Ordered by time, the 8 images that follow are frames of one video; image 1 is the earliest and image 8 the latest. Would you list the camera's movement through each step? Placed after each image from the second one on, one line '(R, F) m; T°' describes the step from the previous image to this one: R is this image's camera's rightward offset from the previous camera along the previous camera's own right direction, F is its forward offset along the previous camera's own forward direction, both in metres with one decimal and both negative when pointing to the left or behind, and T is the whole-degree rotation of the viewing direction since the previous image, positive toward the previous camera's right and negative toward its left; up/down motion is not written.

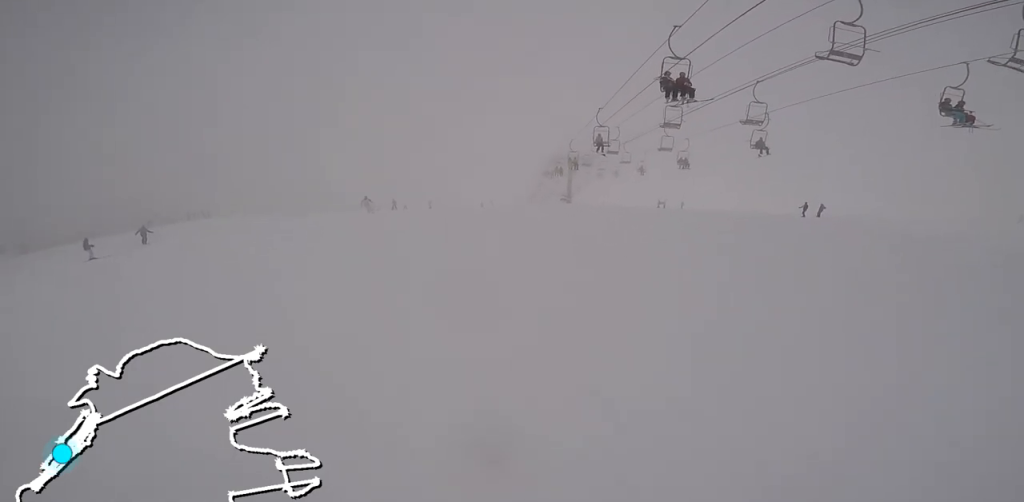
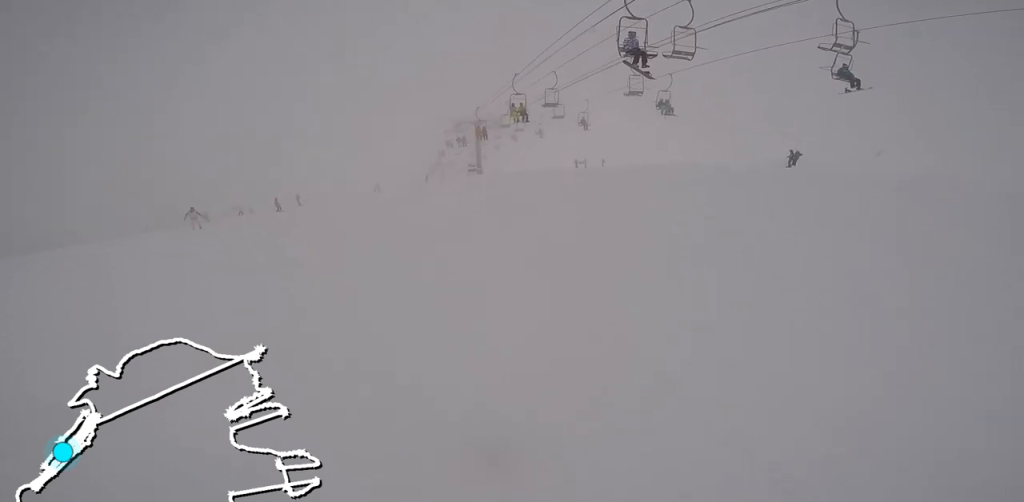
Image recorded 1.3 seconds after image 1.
(+1.9, +12.1) m; +12°
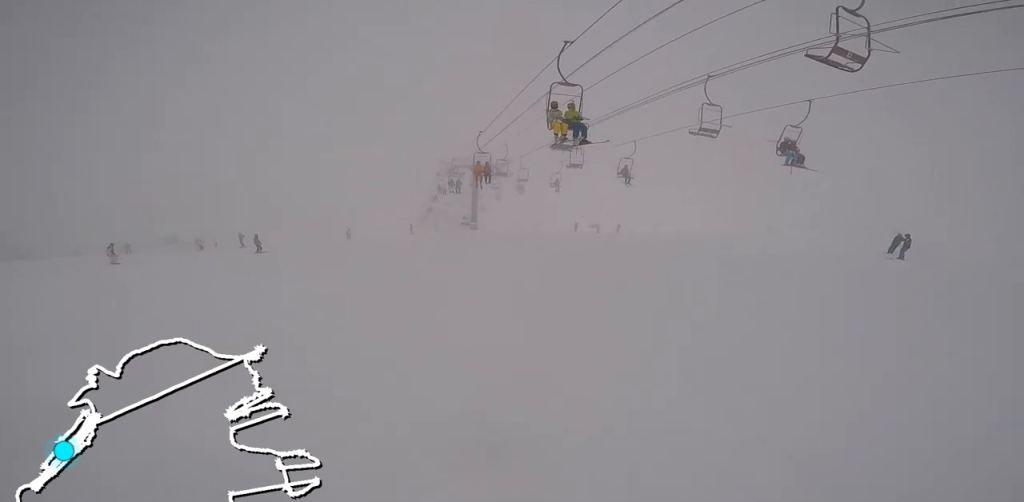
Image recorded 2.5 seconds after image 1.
(0.0, +11.2) m; -1°
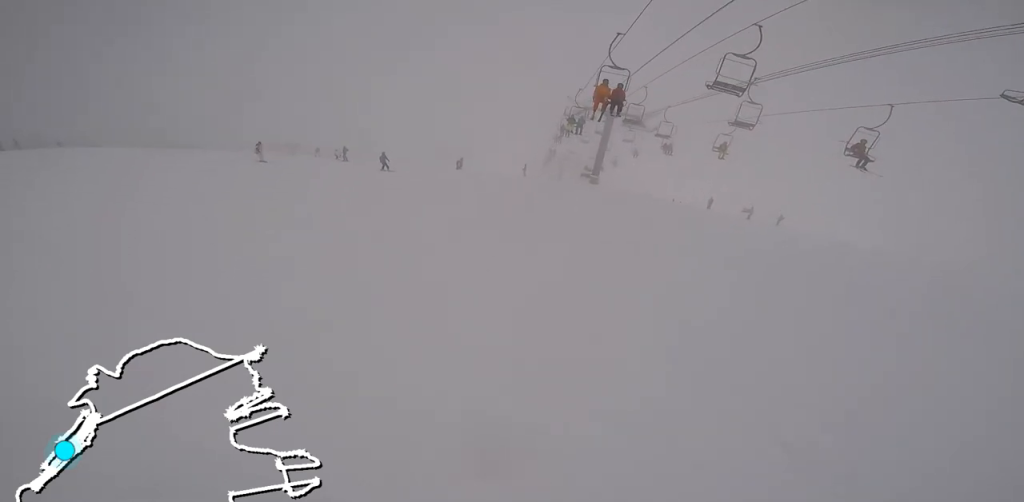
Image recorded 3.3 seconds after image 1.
(+0.1, +6.9) m; -4°
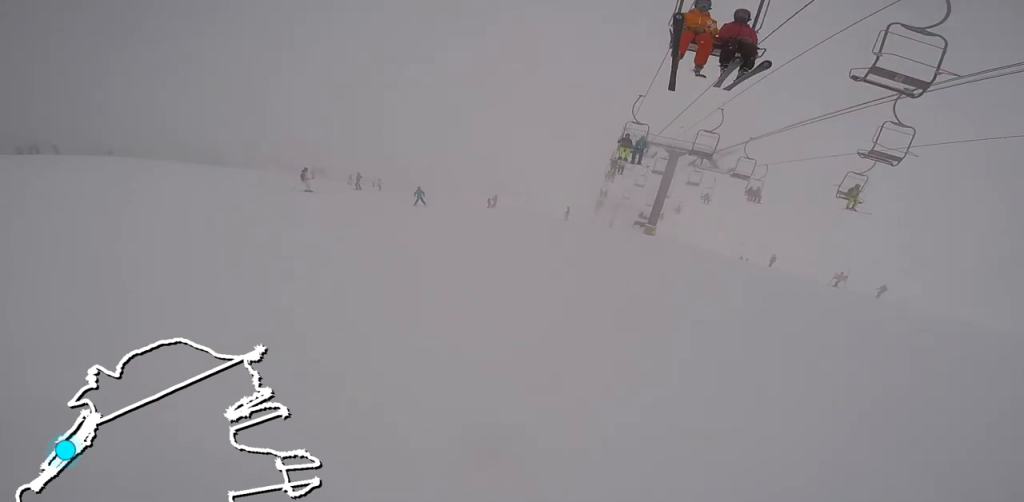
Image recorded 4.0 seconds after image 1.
(-0.6, +6.8) m; 0°
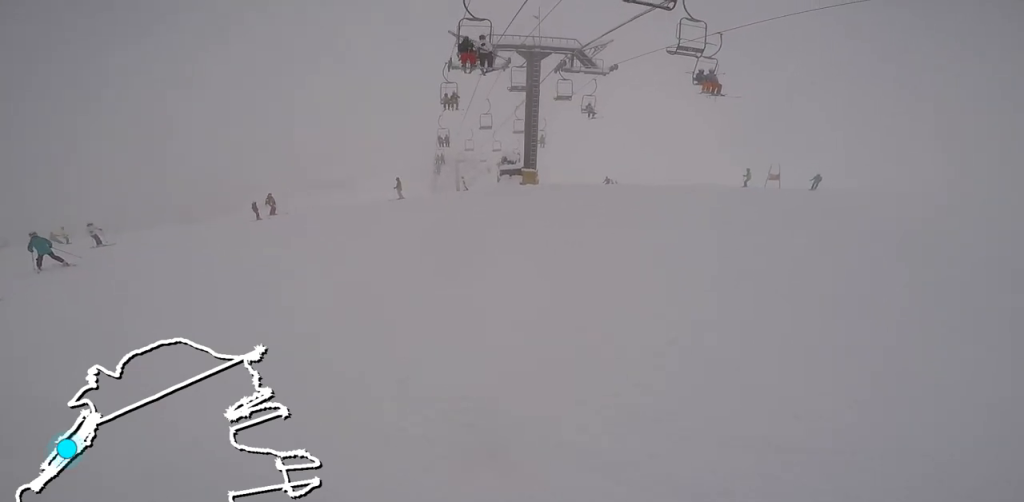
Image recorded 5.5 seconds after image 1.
(+0.7, +13.3) m; +4°
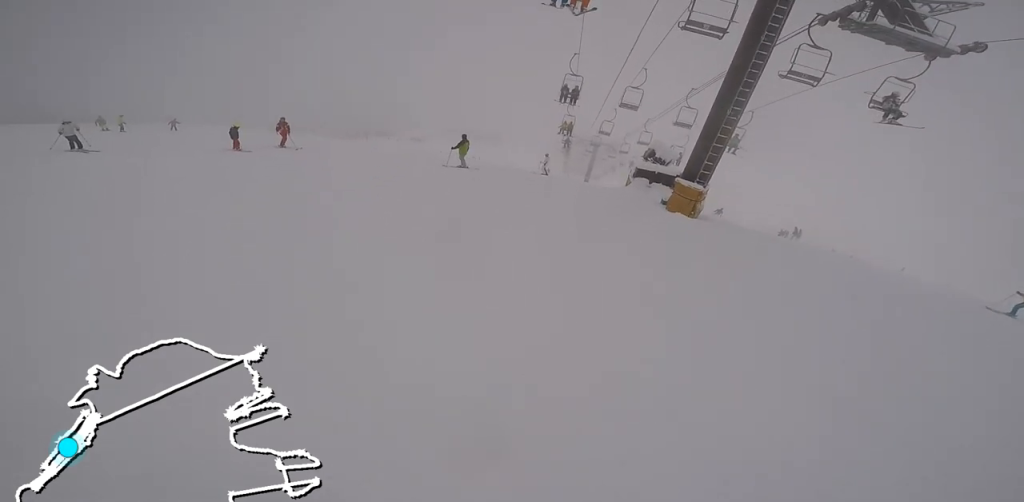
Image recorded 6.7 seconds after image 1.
(-0.5, +11.0) m; -9°
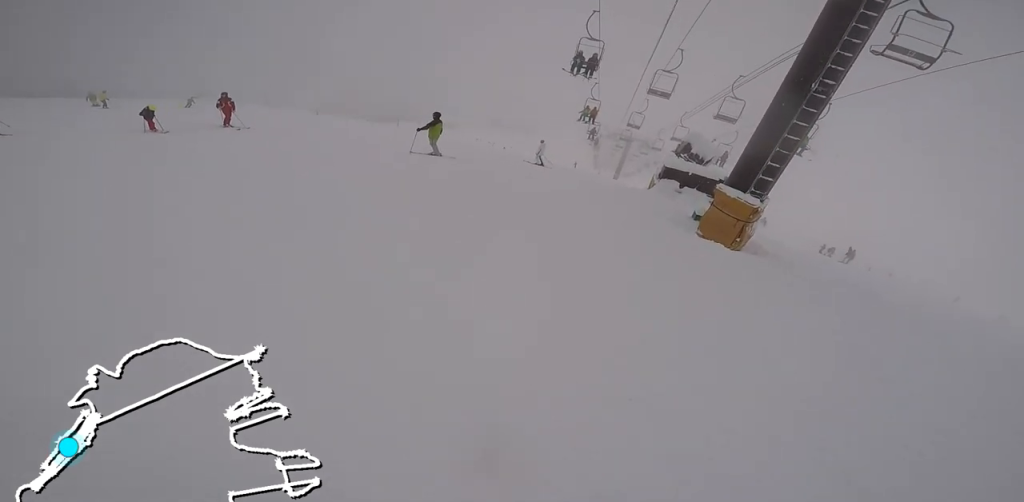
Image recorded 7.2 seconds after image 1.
(-0.1, +4.1) m; -5°
